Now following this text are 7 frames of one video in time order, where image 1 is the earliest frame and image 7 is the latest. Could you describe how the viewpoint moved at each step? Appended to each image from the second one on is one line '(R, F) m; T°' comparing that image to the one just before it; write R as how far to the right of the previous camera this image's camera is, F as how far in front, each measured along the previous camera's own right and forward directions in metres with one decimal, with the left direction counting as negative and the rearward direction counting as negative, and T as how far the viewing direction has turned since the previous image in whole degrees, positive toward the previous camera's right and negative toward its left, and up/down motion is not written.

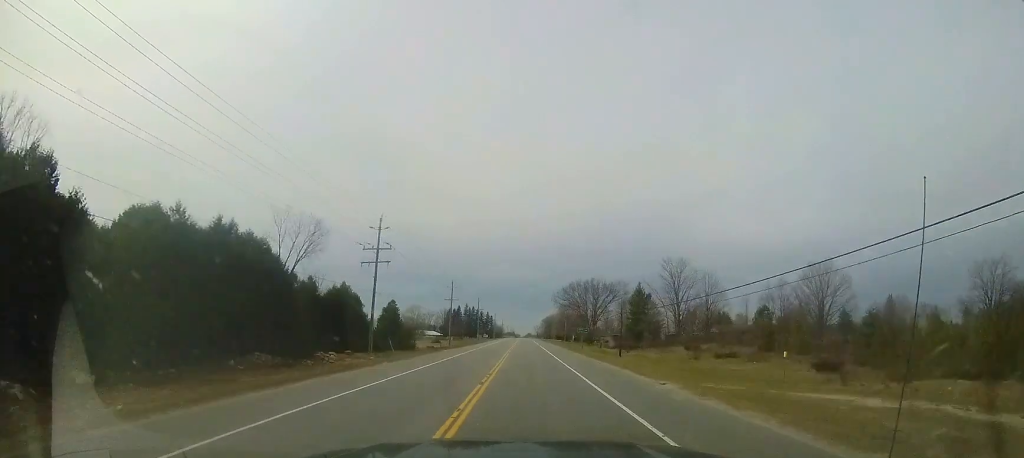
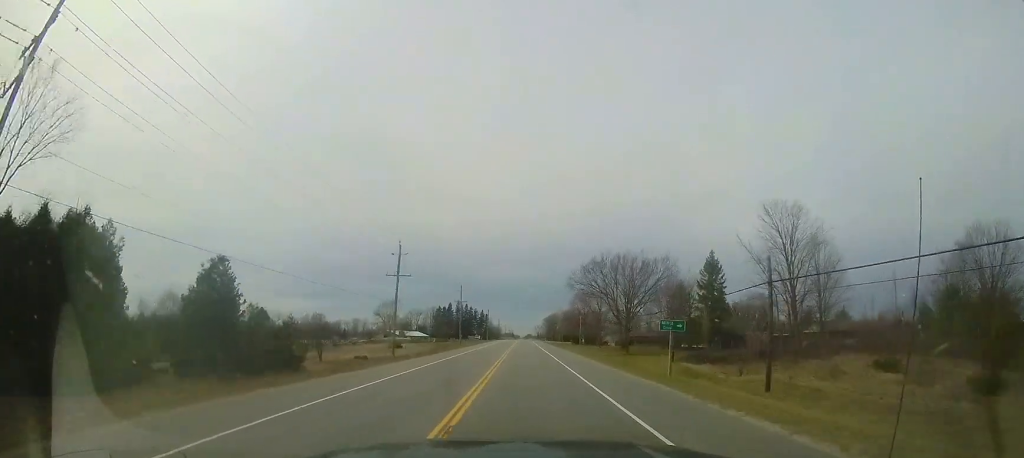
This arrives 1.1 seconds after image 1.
(+0.2, +31.6) m; 0°
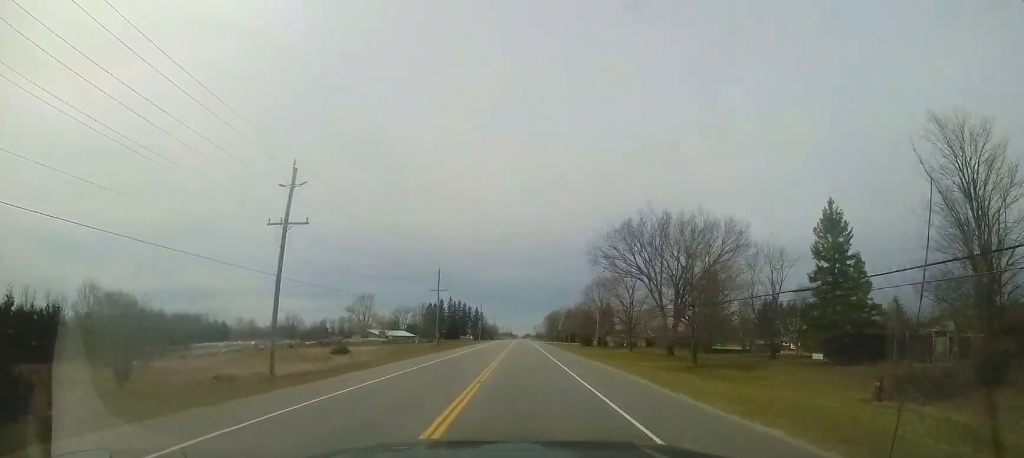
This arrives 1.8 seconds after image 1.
(-0.1, +21.2) m; 0°
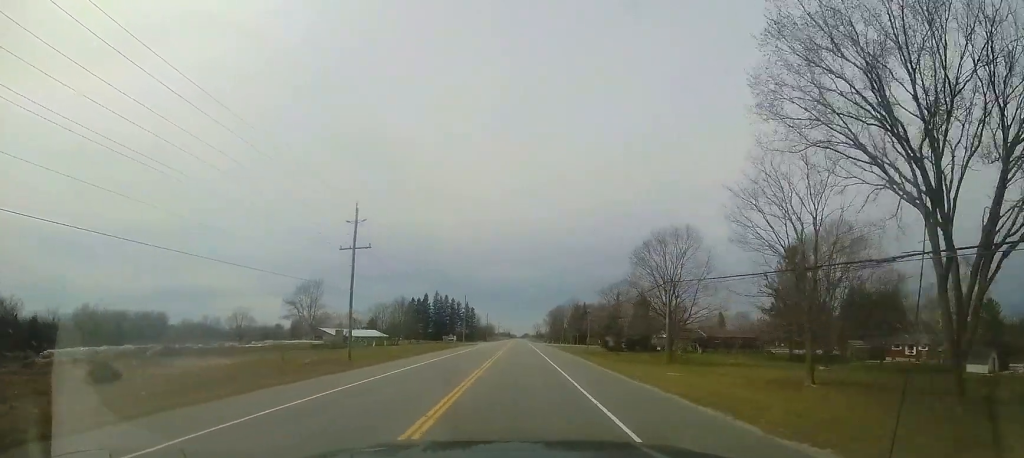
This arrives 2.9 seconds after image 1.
(+0.2, +31.9) m; +1°
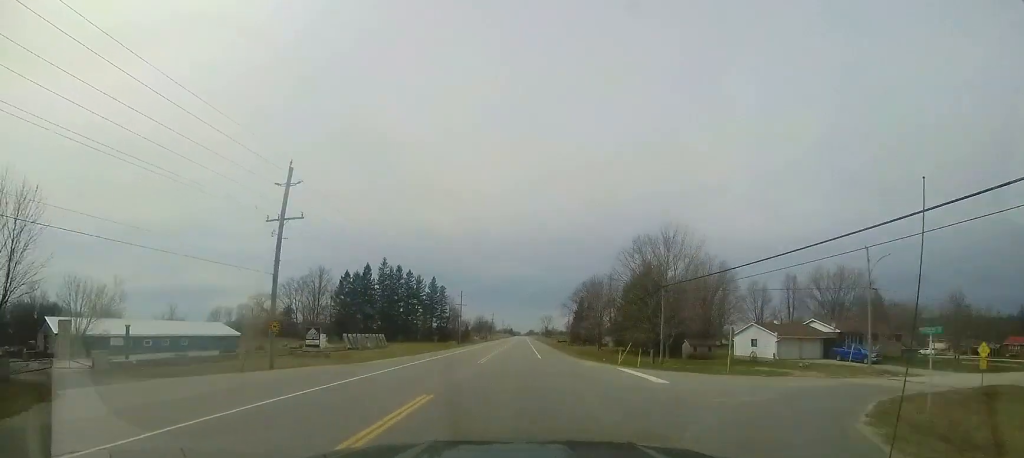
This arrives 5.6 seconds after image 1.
(-0.5, +76.9) m; -1°
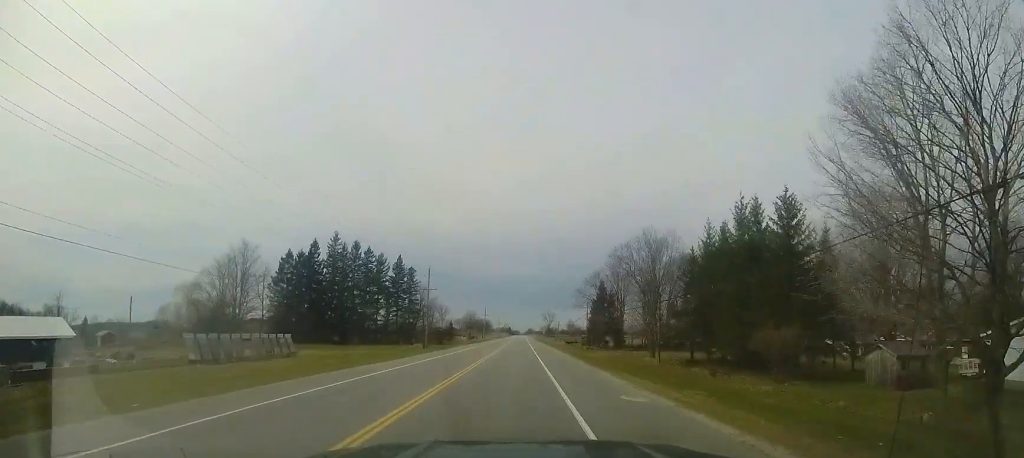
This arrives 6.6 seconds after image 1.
(-0.2, +30.3) m; -1°
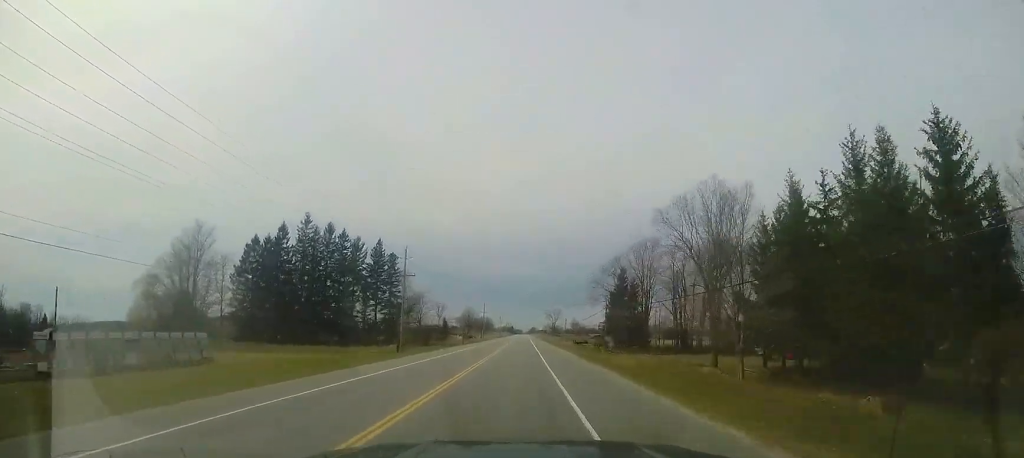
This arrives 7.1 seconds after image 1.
(-0.1, +13.9) m; 0°
